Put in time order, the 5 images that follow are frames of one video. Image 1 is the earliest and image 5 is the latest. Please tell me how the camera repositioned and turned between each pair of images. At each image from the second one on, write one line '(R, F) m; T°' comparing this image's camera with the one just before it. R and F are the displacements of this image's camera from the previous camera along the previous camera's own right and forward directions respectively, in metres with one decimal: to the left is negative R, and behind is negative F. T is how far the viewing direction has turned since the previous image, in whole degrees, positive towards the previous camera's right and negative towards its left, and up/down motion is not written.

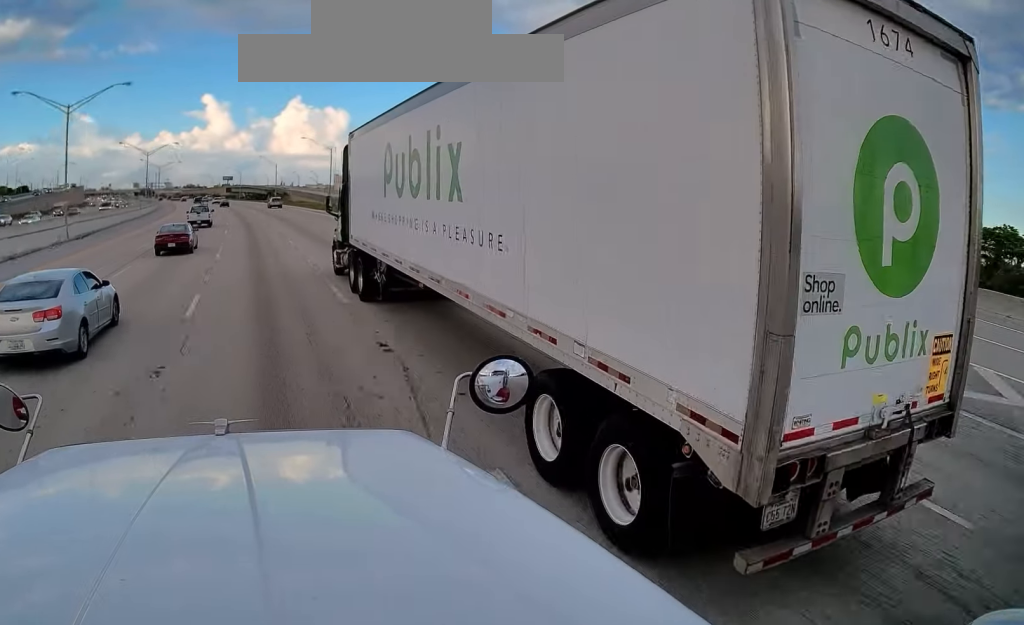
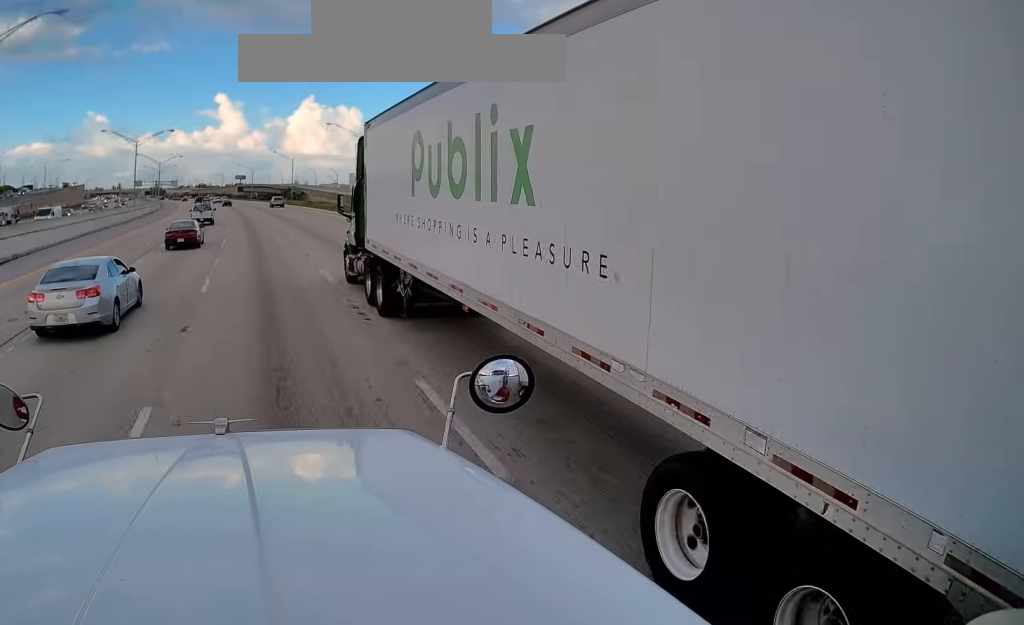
(+0.2, +22.0) m; -2°
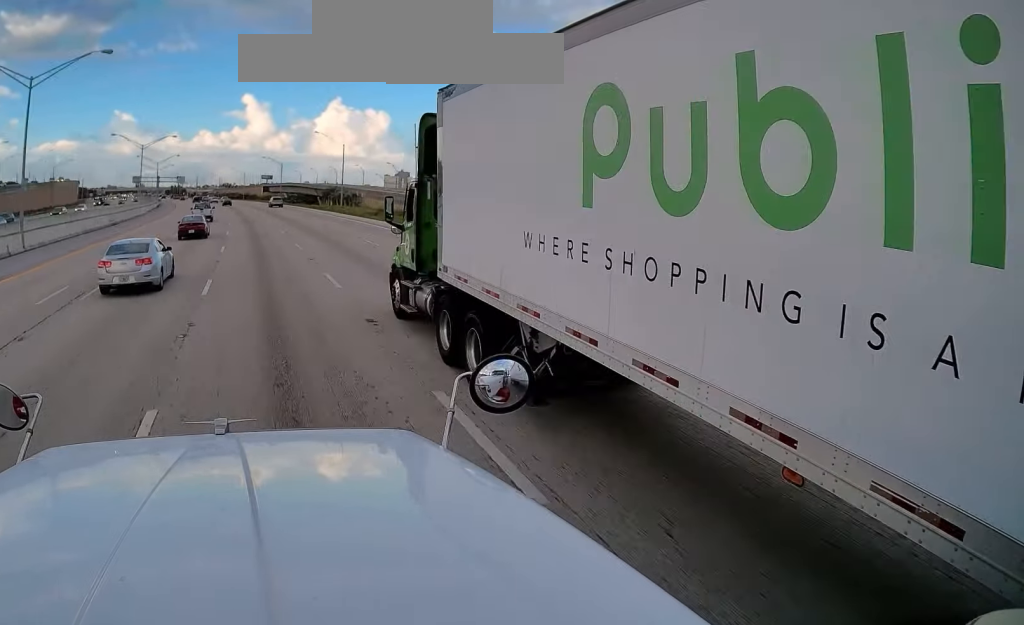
(-1.5, +48.9) m; -2°
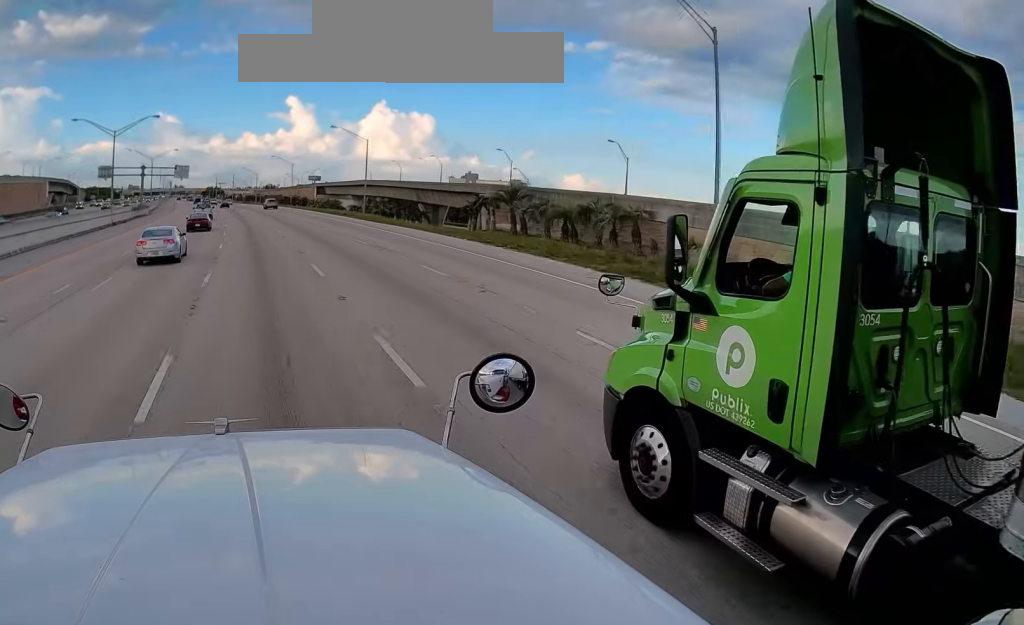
(-1.4, +73.7) m; -3°
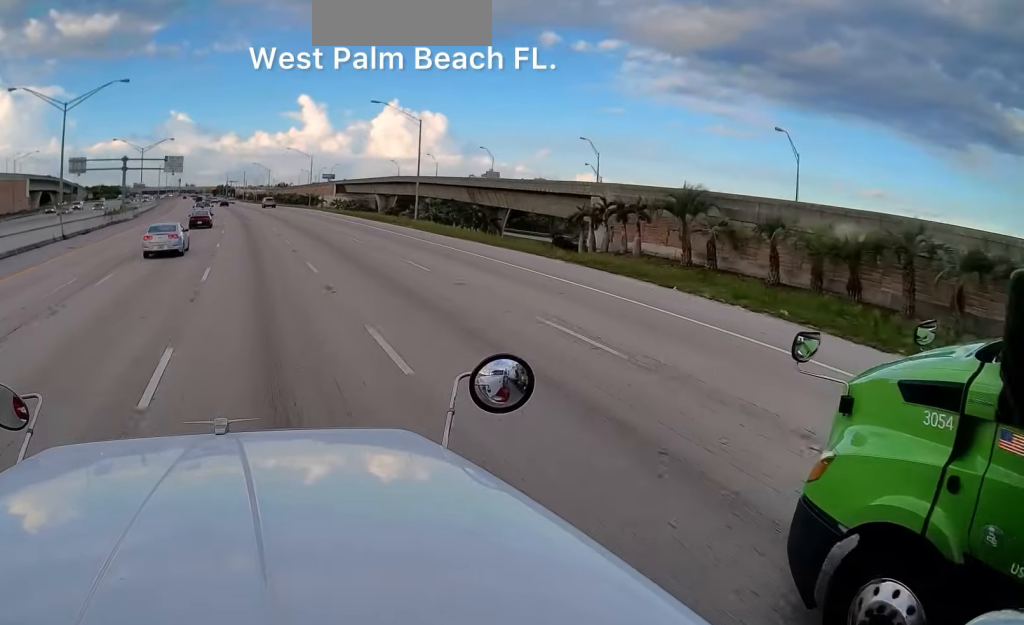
(-0.2, +18.6) m; -2°
